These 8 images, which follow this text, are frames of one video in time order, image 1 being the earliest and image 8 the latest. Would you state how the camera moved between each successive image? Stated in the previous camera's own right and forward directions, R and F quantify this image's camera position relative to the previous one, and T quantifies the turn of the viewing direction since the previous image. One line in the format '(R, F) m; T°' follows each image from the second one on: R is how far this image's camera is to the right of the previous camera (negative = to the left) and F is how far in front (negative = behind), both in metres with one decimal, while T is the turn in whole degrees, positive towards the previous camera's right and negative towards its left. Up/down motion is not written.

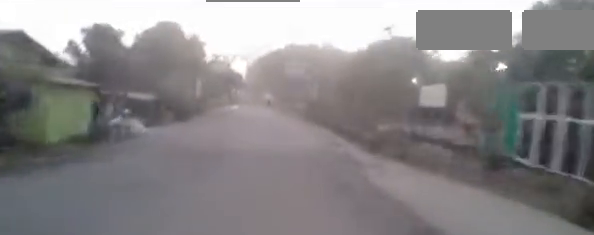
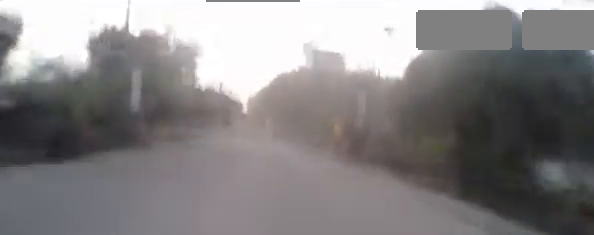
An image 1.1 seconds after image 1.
(0.0, +13.5) m; -2°
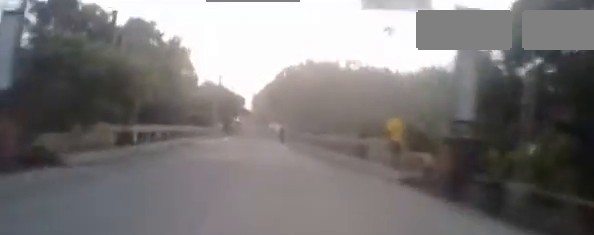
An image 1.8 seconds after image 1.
(-0.3, +7.6) m; -1°
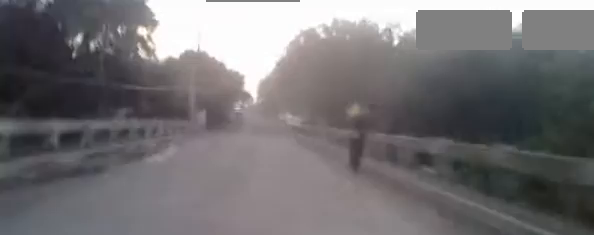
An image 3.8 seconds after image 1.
(-0.2, +23.3) m; +1°
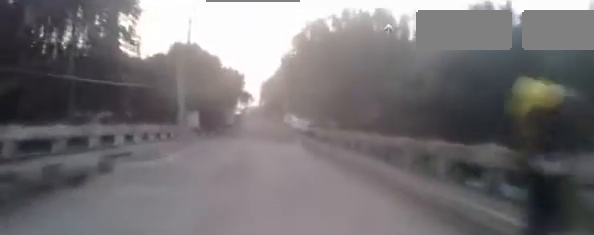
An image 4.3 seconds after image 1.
(-0.4, +5.9) m; +1°
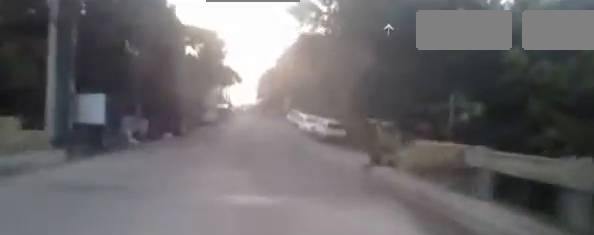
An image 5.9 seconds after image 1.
(+1.0, +17.5) m; -1°
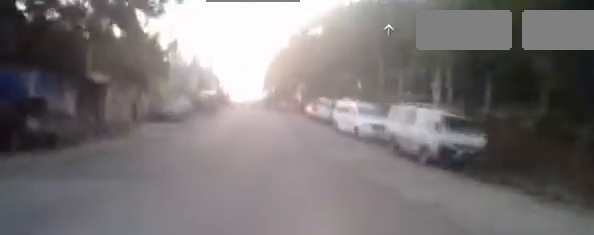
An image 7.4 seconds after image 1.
(-1.1, +17.3) m; -3°
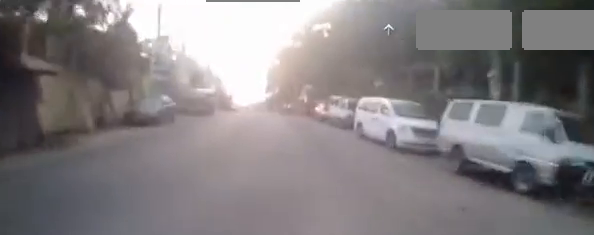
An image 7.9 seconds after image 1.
(+0.3, +4.7) m; 0°
